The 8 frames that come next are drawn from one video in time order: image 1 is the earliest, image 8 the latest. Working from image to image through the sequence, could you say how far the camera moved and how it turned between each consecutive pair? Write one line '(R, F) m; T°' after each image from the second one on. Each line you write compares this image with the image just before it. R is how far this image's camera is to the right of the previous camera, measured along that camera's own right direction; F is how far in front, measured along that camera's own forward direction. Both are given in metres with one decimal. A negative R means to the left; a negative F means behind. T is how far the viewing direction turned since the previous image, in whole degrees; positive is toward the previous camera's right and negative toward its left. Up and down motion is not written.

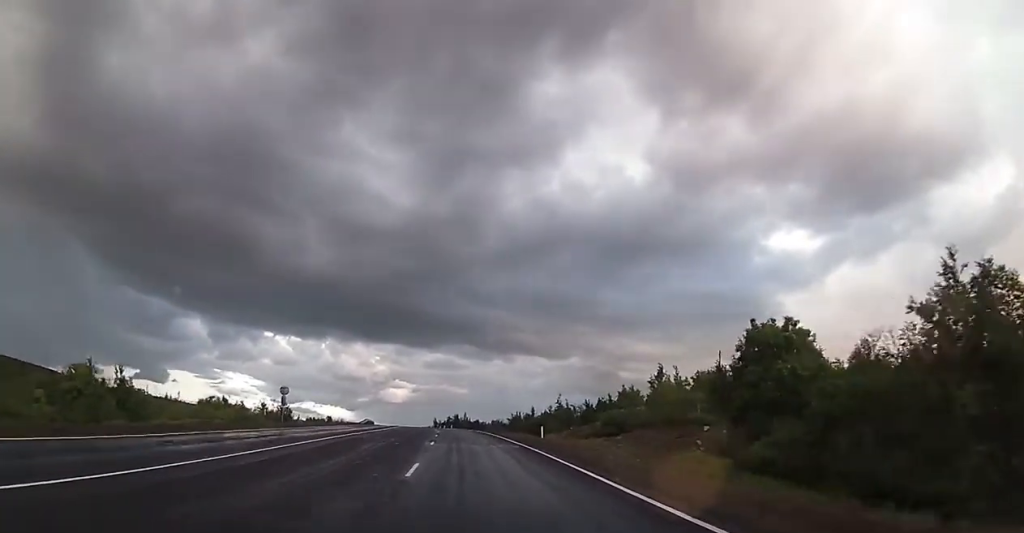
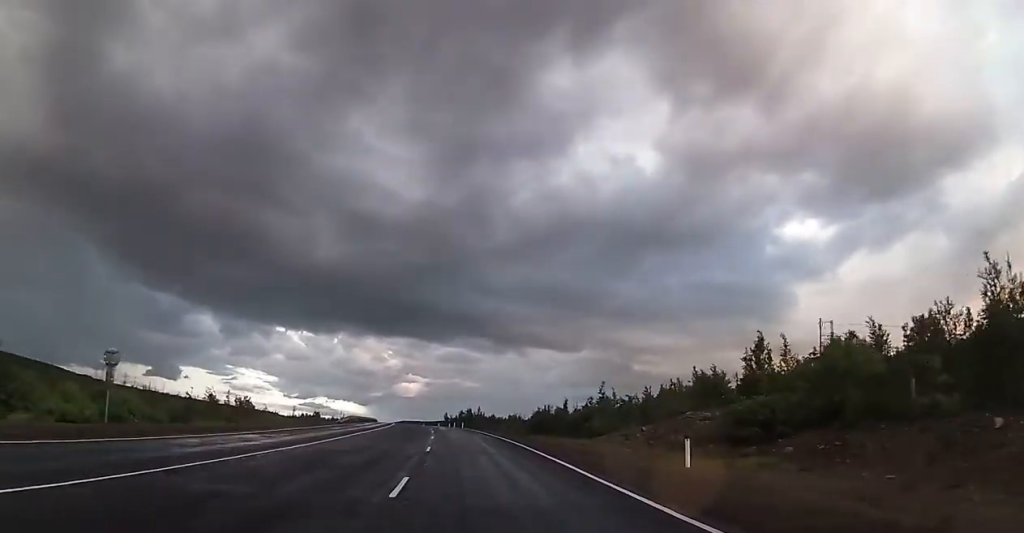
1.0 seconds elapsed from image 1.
(-0.4, +26.7) m; -2°
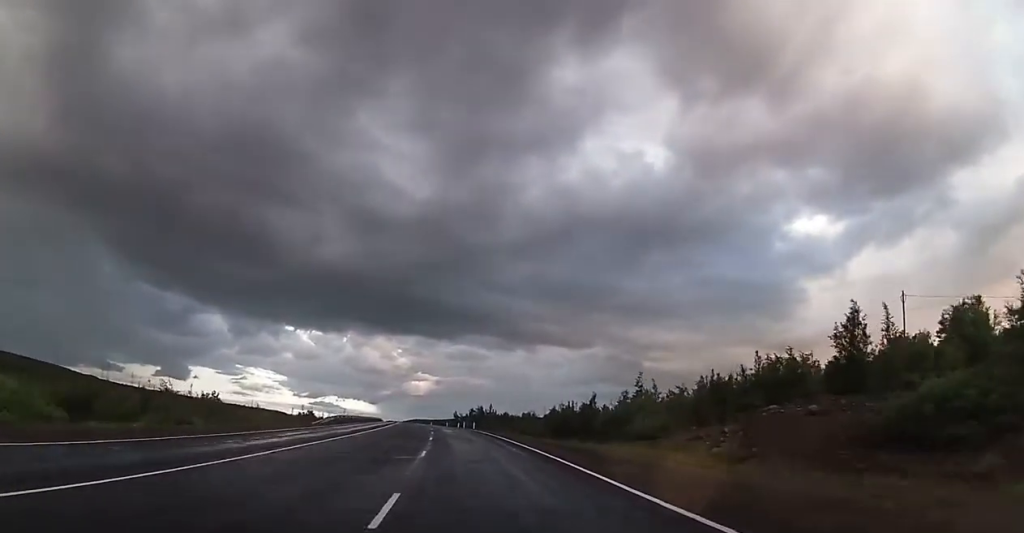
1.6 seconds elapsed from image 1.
(-0.2, +14.5) m; -1°
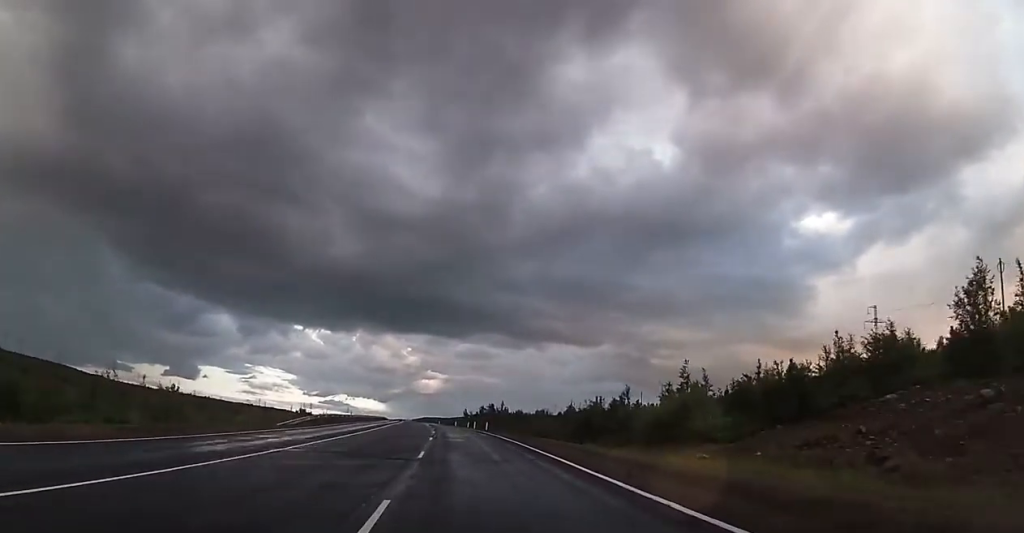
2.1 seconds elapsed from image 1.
(-0.1, +12.8) m; -1°
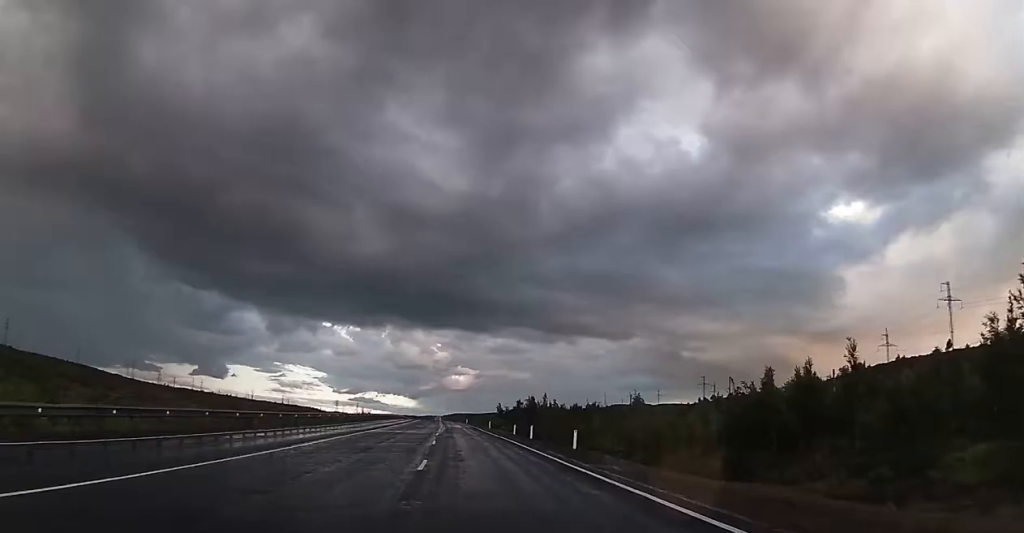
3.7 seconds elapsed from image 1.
(-0.7, +39.6) m; -2°
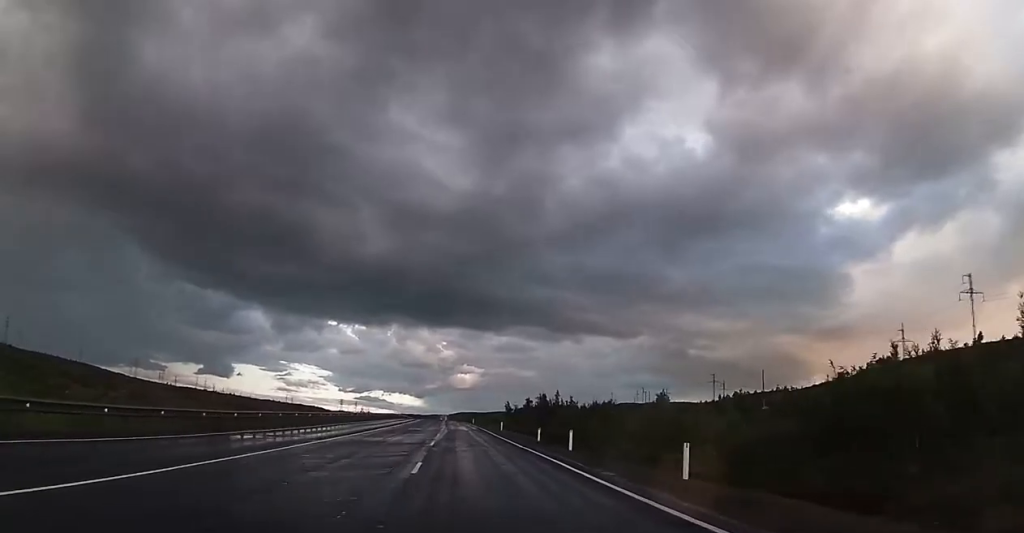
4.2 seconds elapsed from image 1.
(+0.1, +12.6) m; 0°
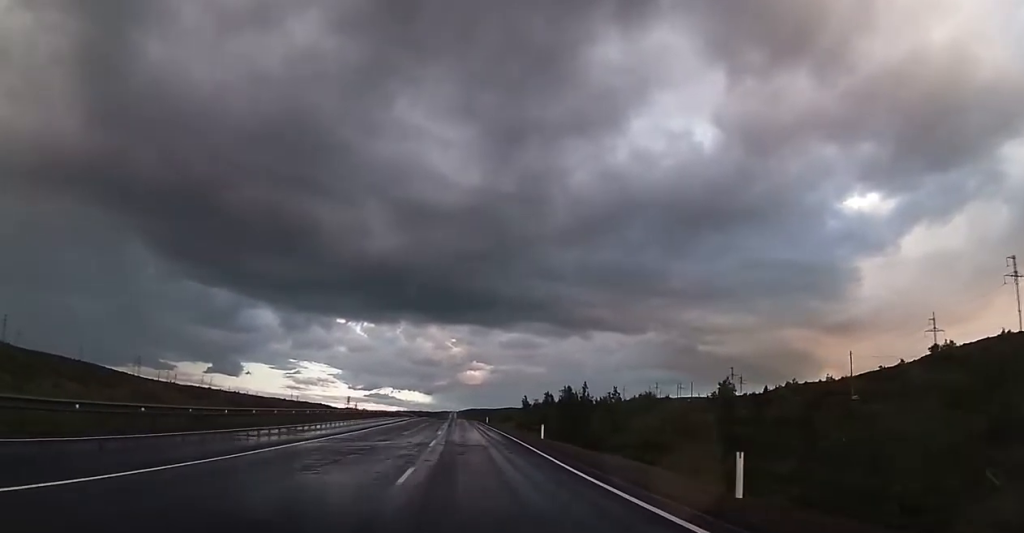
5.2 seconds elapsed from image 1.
(-0.4, +25.8) m; -2°
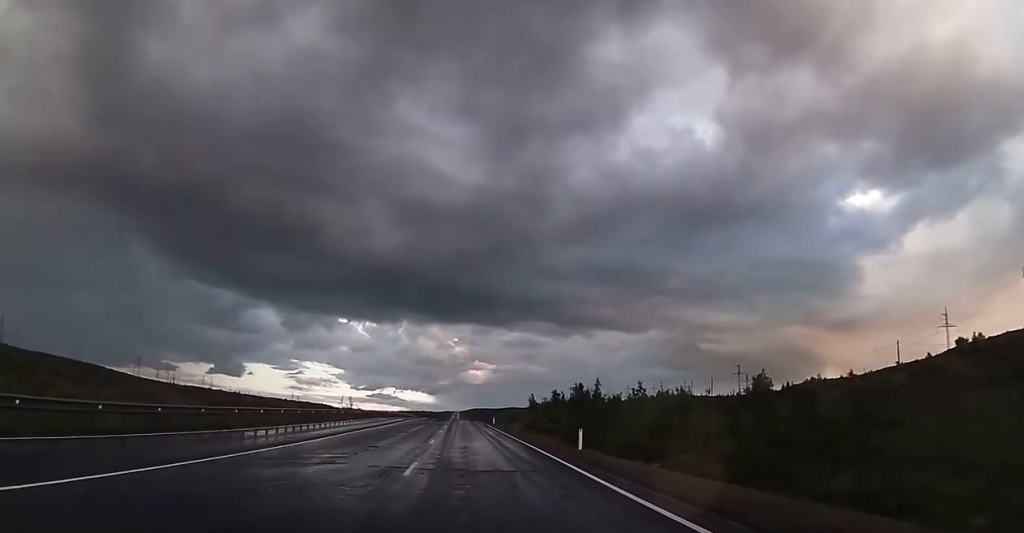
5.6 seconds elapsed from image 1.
(-0.2, +10.8) m; -1°
